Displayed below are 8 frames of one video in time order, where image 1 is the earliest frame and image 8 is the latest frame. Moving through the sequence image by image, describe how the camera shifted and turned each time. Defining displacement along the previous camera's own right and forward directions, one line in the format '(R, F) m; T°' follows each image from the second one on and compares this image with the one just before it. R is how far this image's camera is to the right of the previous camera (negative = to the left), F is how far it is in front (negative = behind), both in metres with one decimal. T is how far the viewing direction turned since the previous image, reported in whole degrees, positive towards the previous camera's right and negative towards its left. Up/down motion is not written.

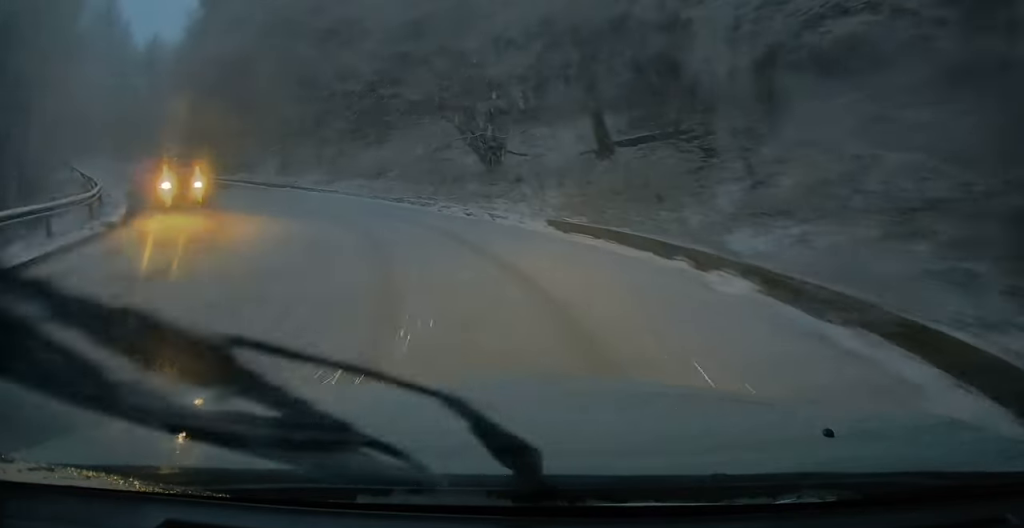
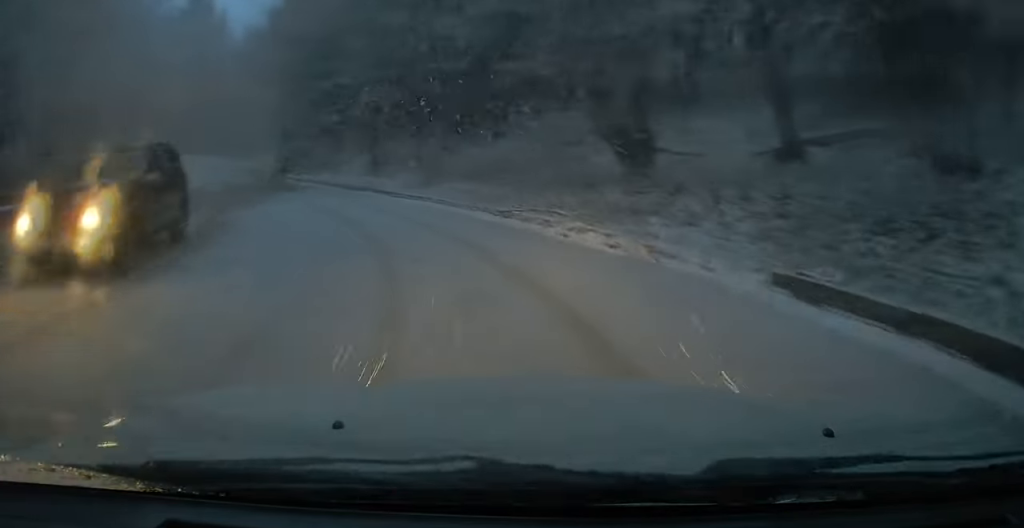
(-0.8, +6.8) m; -11°
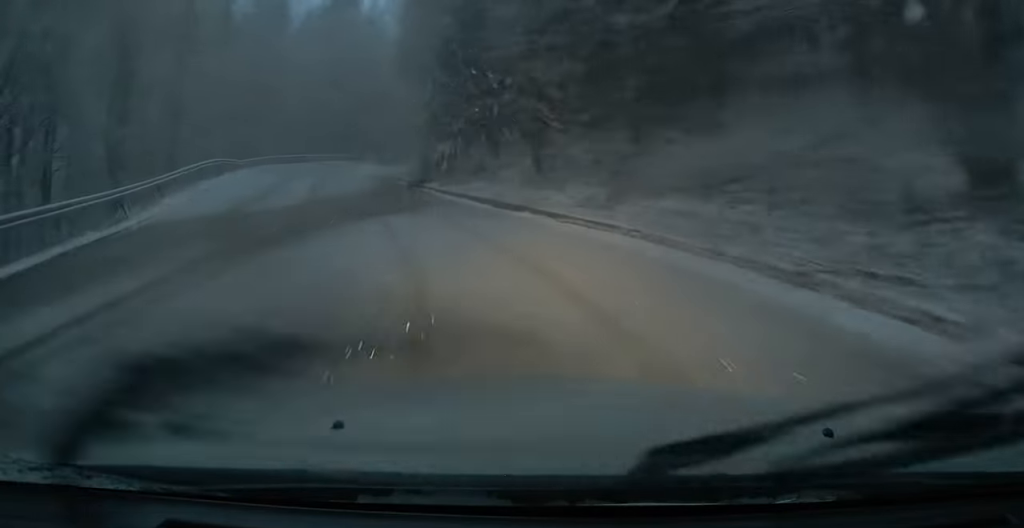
(-1.1, +8.3) m; -10°
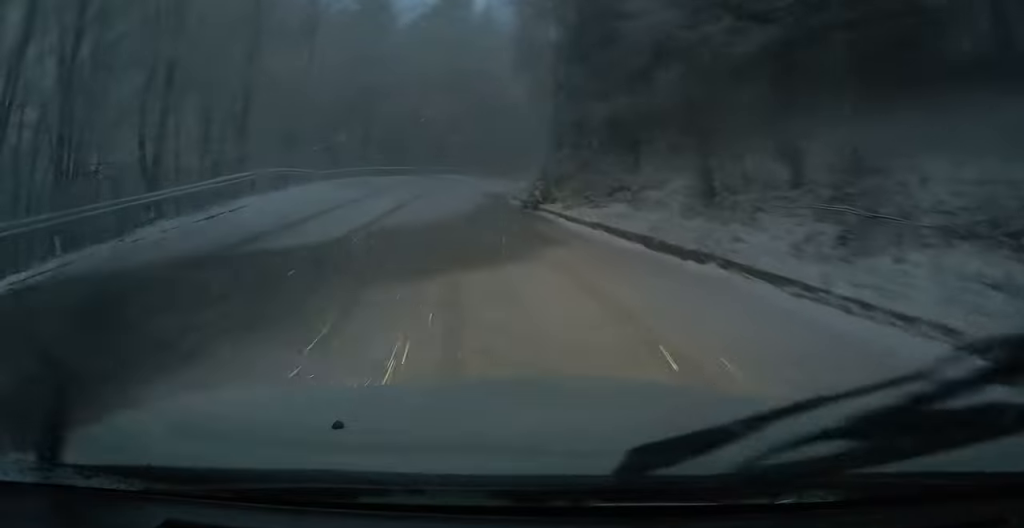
(-0.3, +6.0) m; -4°
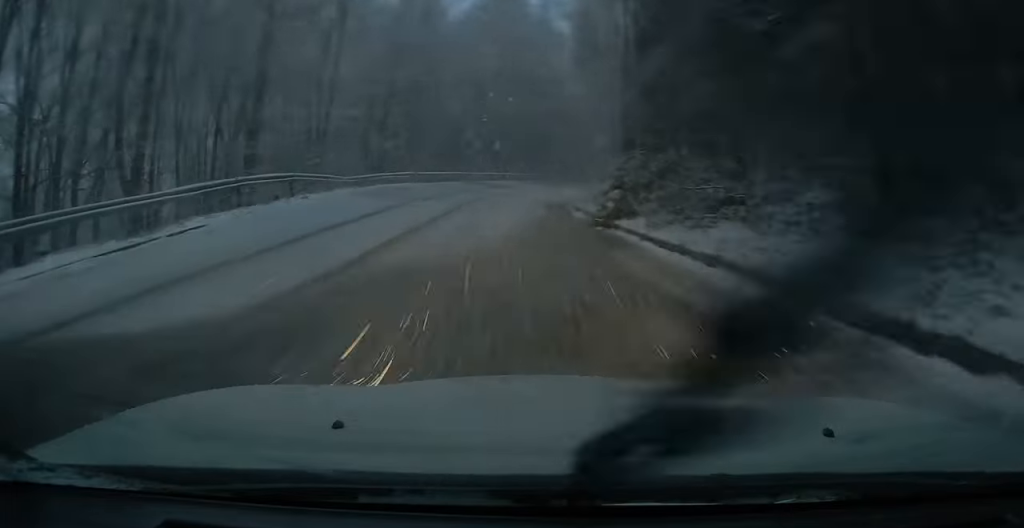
(0.0, +4.7) m; -3°
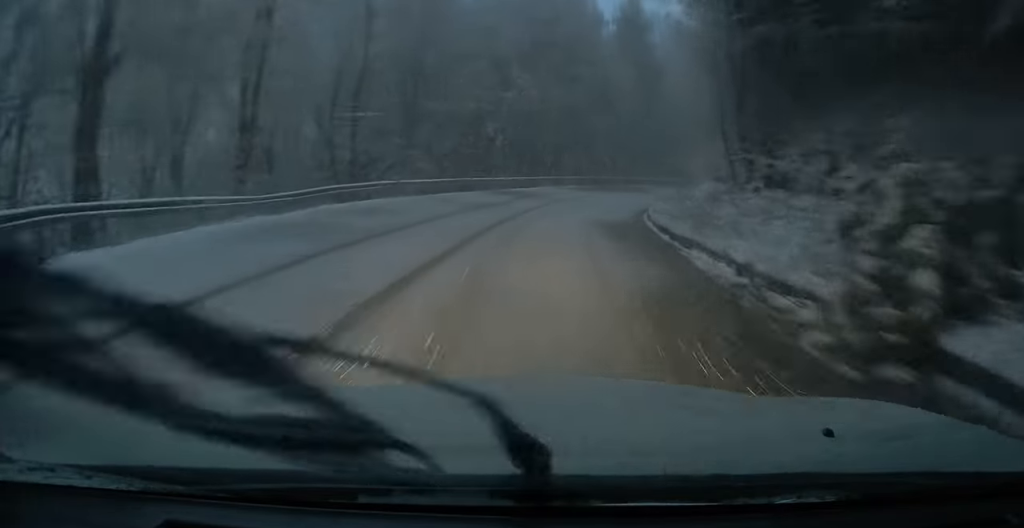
(-0.7, +11.1) m; -3°
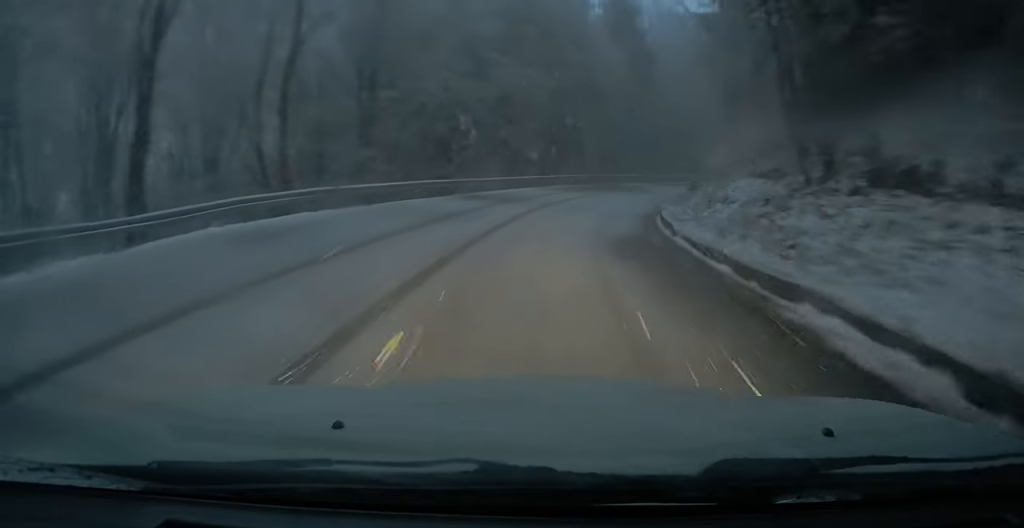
(+0.1, +5.0) m; +2°
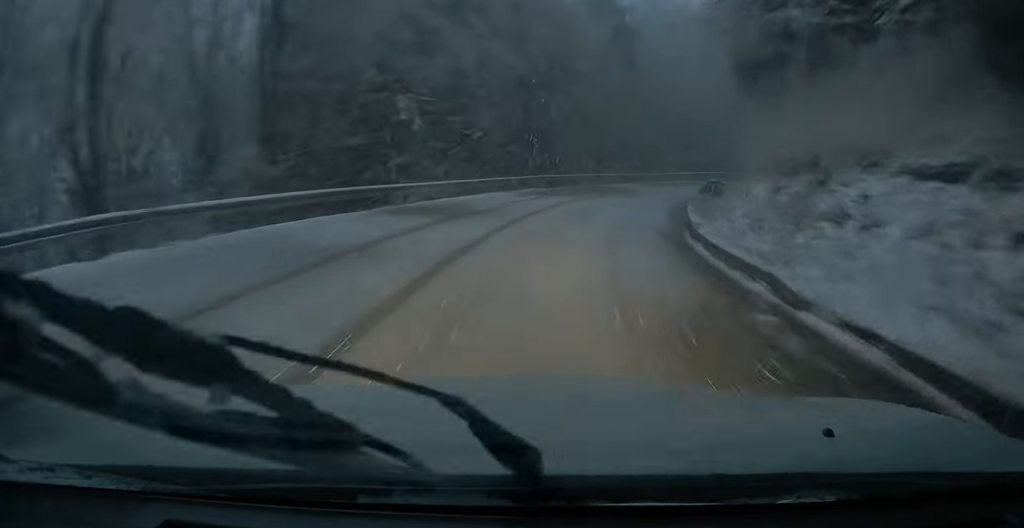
(+0.2, +7.3) m; +2°
